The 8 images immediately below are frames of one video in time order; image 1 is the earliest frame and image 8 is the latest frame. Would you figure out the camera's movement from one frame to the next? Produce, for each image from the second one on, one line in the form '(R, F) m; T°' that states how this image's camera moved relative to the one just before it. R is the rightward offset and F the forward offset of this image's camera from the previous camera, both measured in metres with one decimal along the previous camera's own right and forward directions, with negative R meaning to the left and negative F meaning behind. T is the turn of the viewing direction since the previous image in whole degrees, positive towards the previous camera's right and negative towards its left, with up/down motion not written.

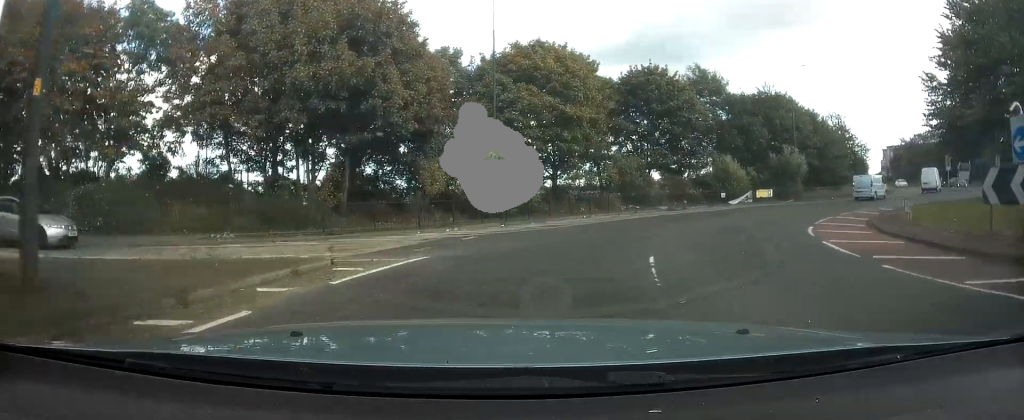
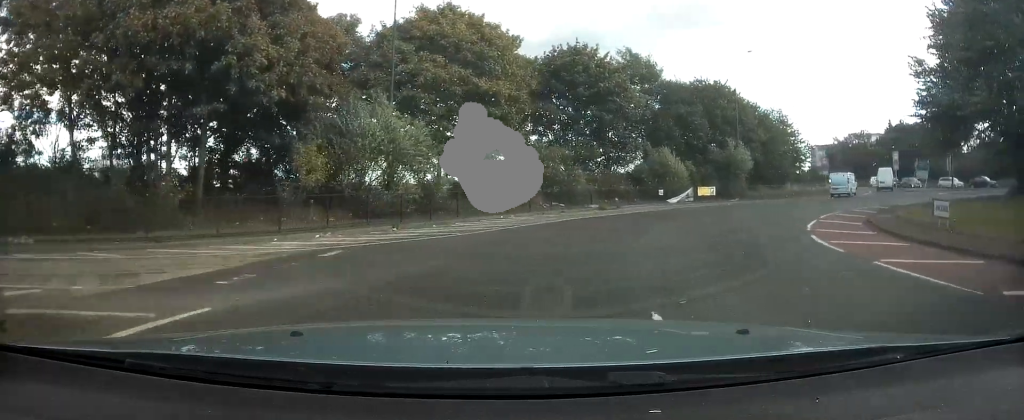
(+0.2, +4.9) m; +5°
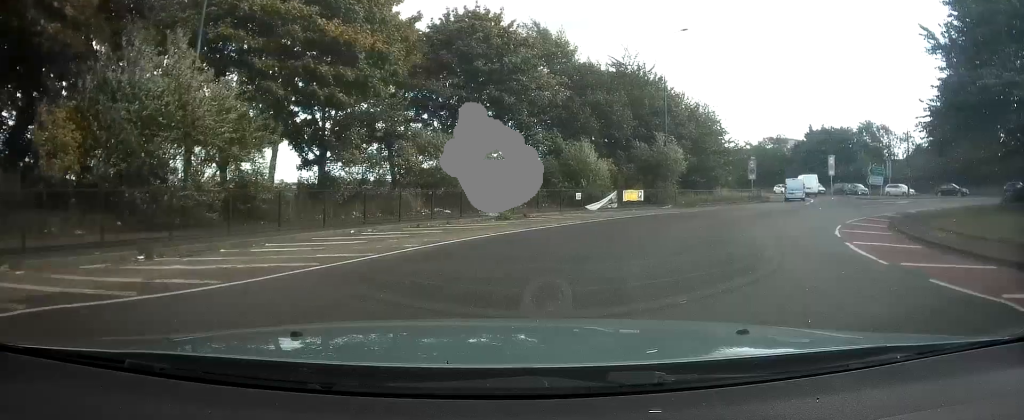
(+0.3, +7.2) m; +10°
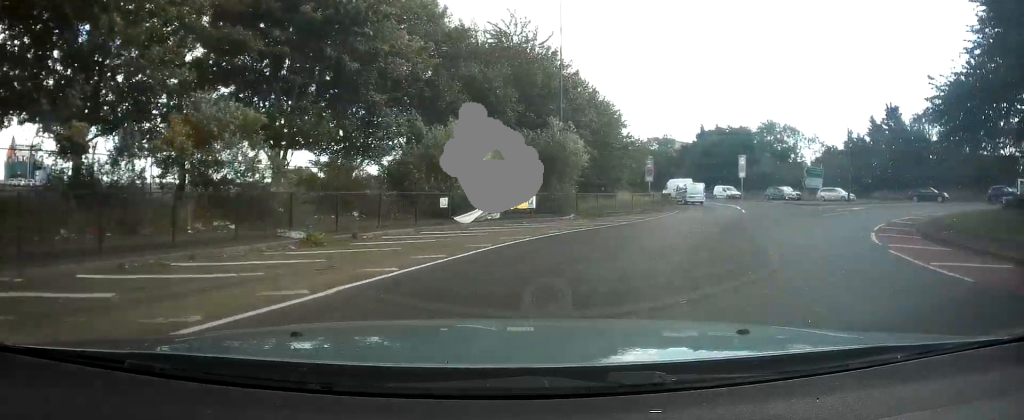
(+0.5, +7.9) m; +16°
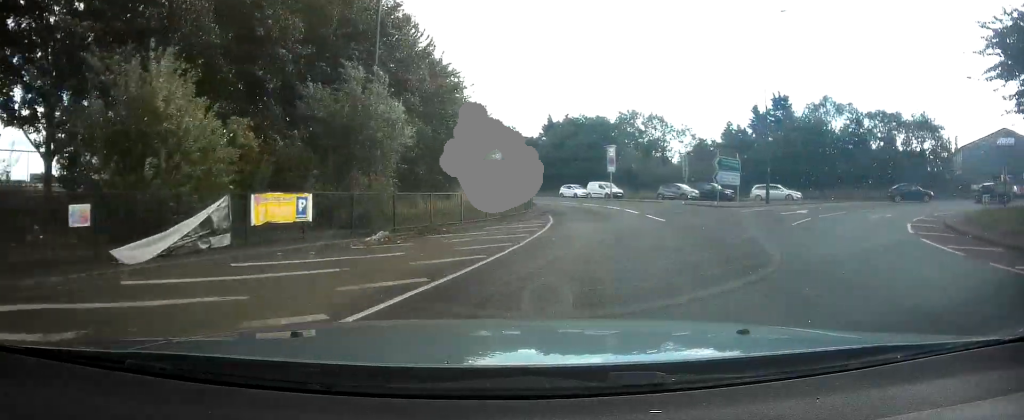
(+2.2, +10.3) m; +13°
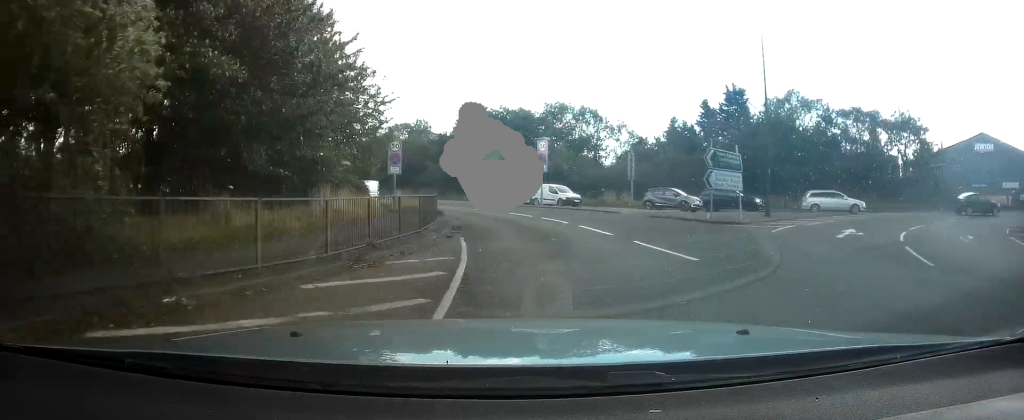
(+0.3, +10.2) m; -5°
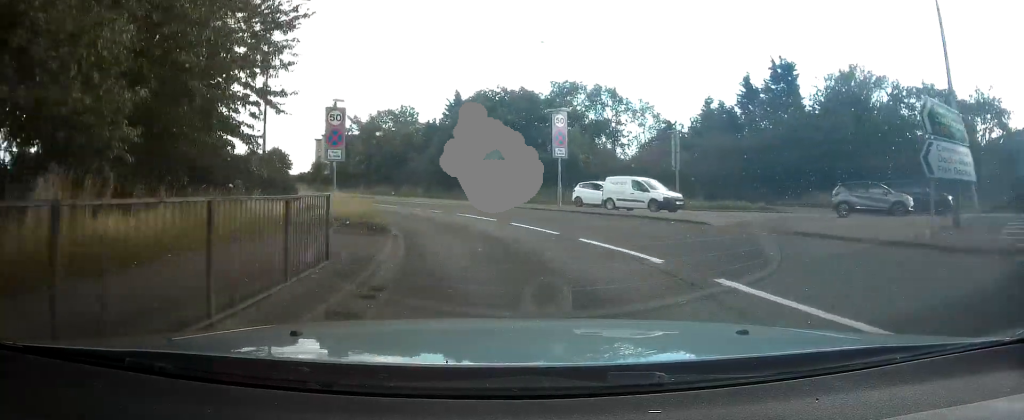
(-1.2, +12.0) m; -6°
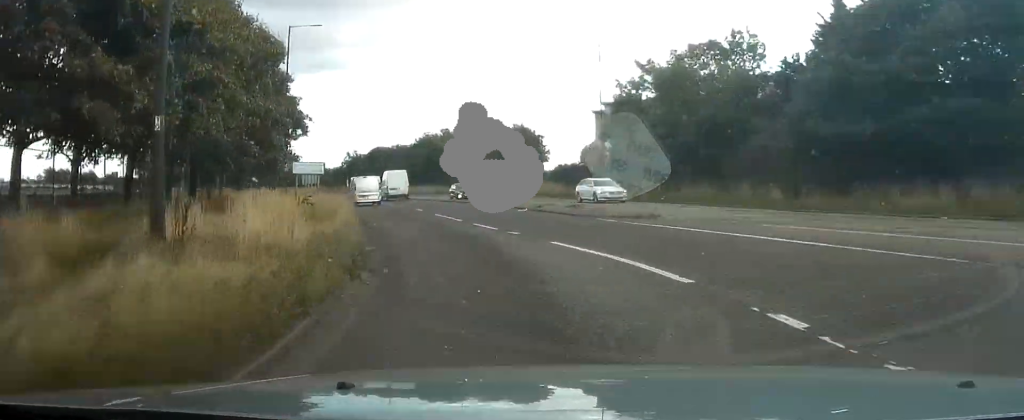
(-0.5, +21.1) m; -1°
